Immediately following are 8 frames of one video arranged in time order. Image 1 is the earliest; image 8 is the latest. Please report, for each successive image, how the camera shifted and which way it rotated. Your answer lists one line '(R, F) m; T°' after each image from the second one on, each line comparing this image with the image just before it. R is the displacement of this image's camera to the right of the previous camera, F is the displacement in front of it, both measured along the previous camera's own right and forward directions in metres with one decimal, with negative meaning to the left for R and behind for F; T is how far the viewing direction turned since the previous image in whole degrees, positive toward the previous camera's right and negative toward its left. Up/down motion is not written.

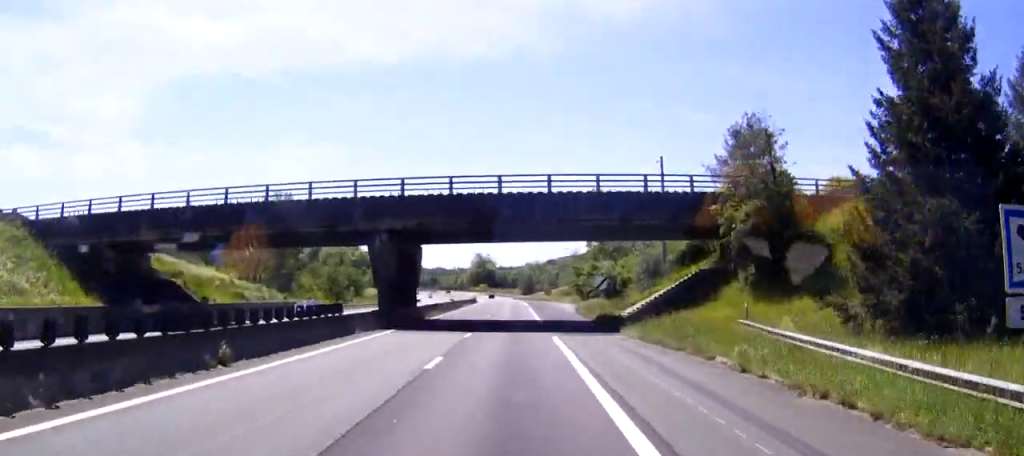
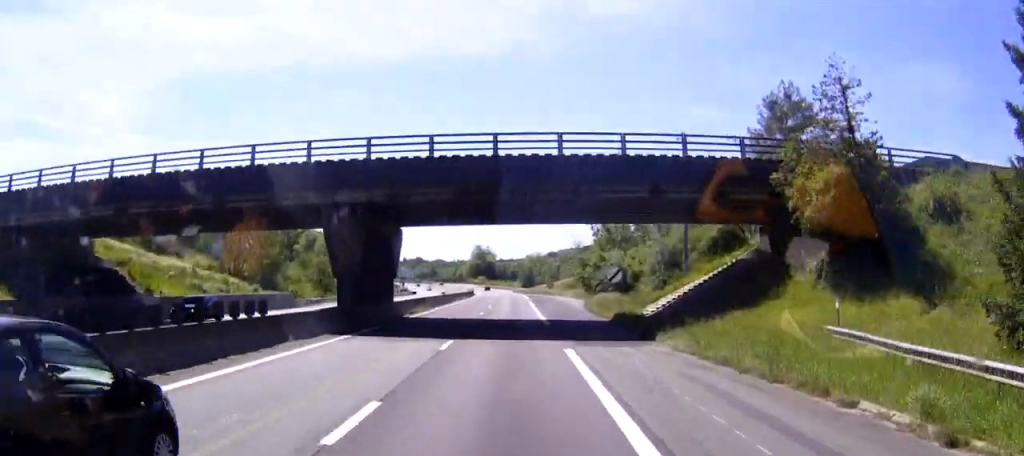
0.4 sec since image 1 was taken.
(+0.2, +9.0) m; 0°
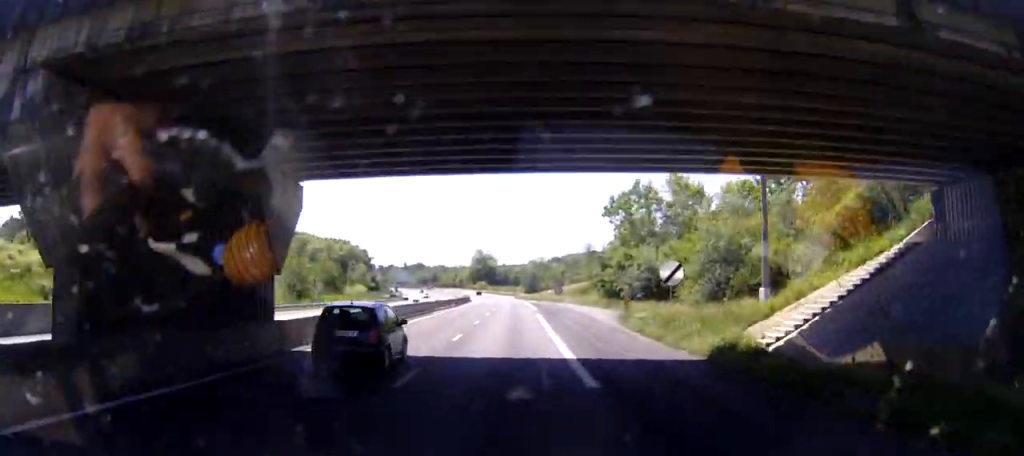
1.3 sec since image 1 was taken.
(+0.2, +20.3) m; 0°
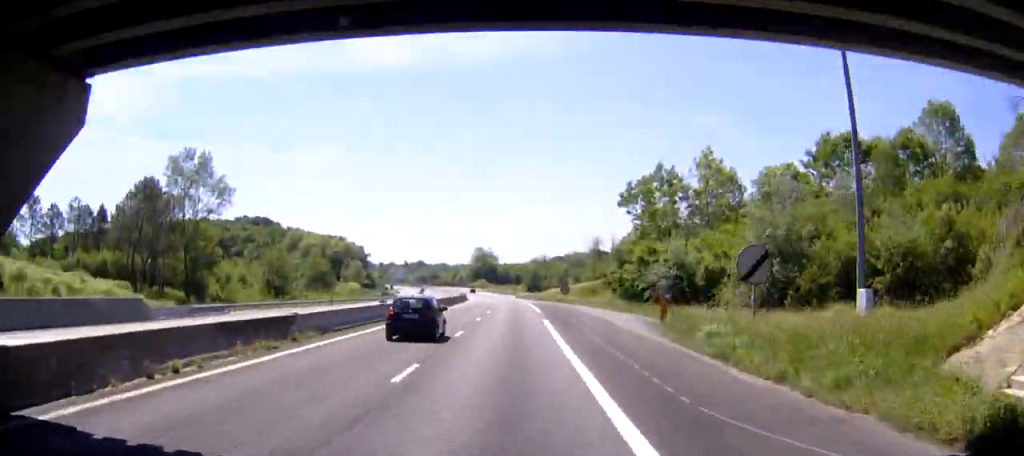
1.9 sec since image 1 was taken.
(0.0, +12.8) m; 0°
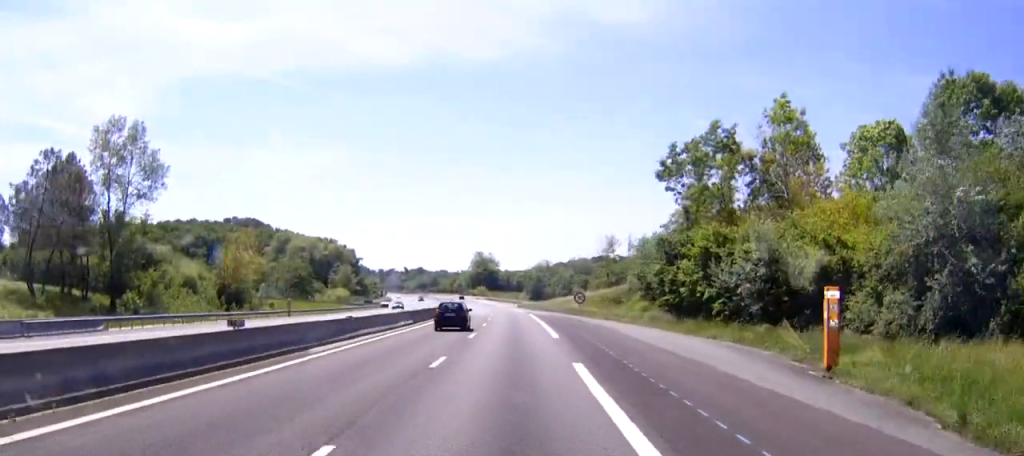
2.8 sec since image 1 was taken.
(-0.2, +20.8) m; 0°
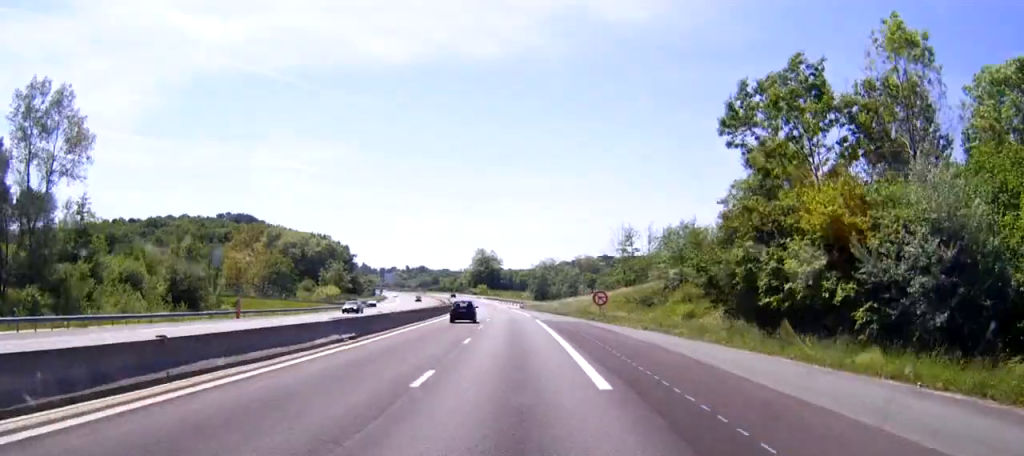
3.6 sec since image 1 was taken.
(0.0, +17.0) m; 0°
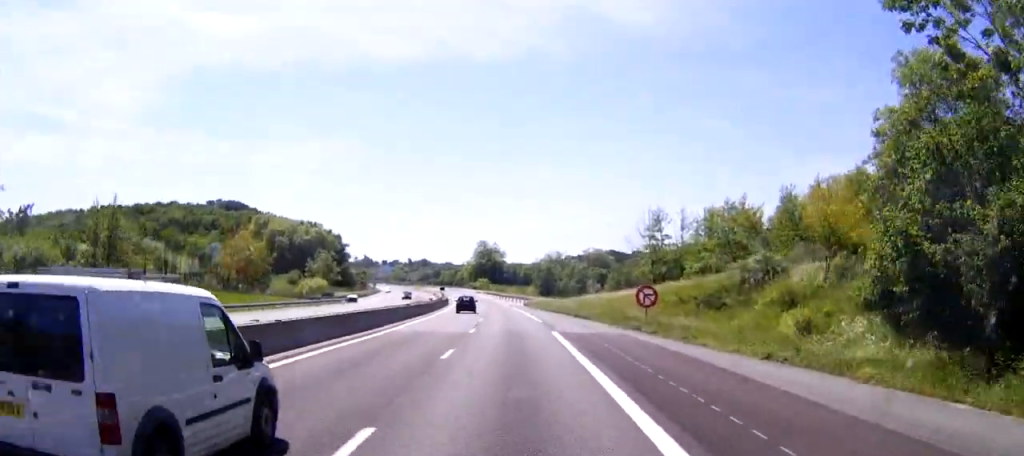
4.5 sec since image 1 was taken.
(-0.1, +20.6) m; -1°
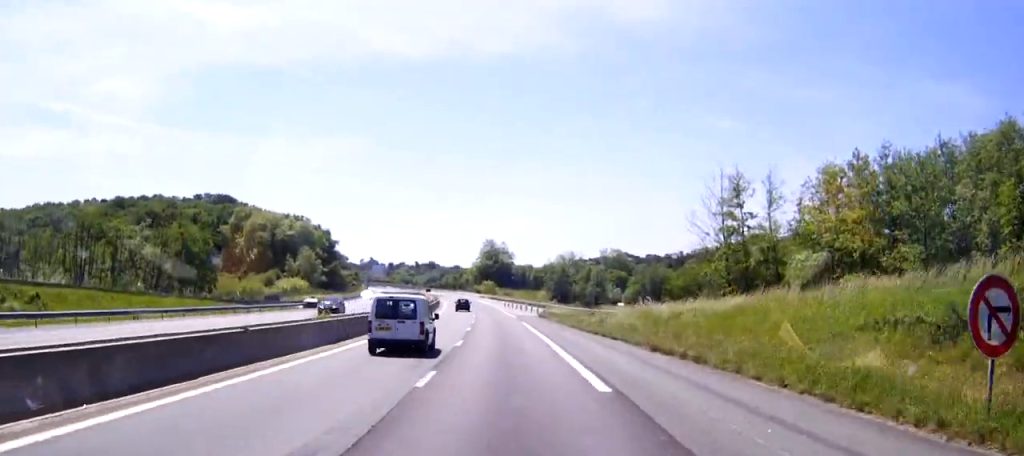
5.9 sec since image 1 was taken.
(-0.3, +30.8) m; -1°
